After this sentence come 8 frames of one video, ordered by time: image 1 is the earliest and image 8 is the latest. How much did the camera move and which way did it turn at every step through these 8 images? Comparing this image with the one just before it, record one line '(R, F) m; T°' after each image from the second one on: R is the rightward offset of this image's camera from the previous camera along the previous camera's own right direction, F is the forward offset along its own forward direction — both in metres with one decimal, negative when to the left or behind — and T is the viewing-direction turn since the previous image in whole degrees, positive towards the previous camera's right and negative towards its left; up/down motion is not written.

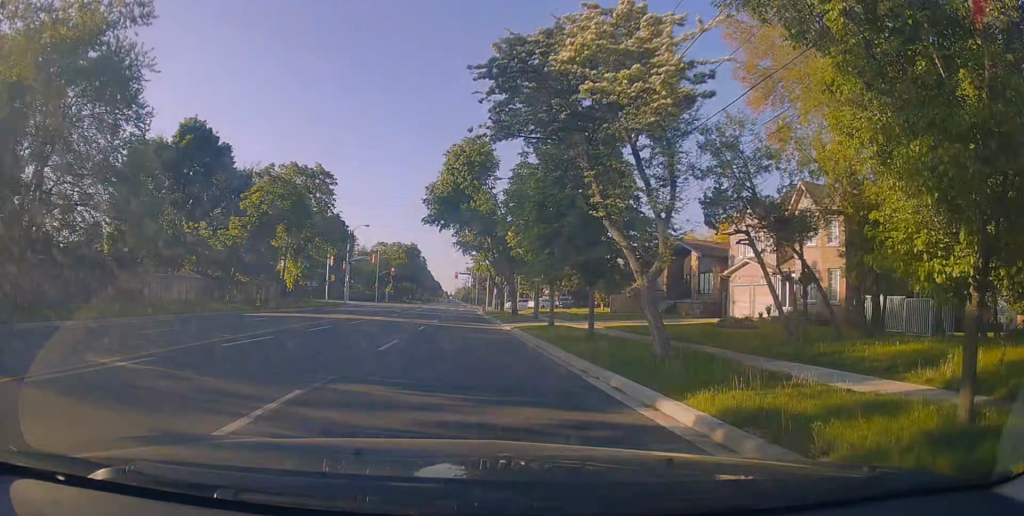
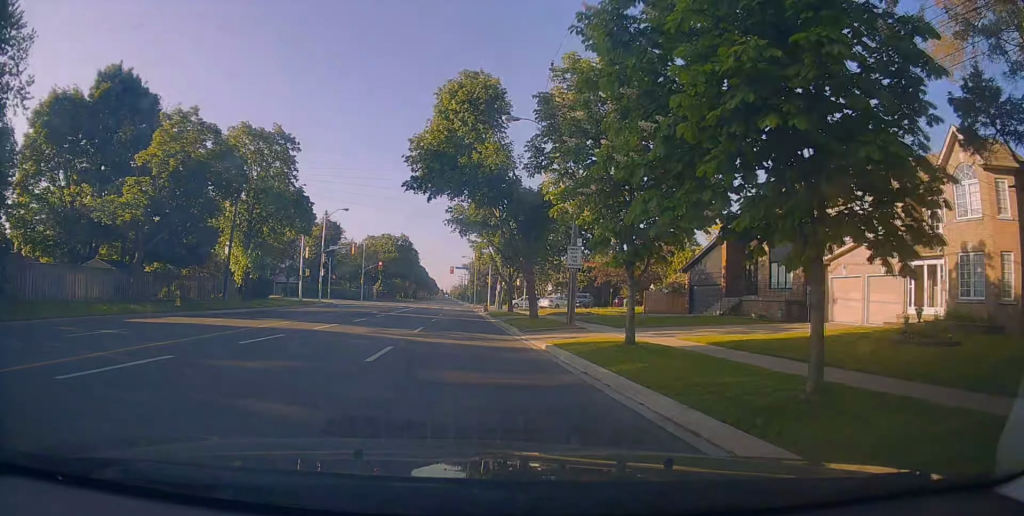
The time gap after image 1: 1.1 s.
(0.0, +12.7) m; +1°
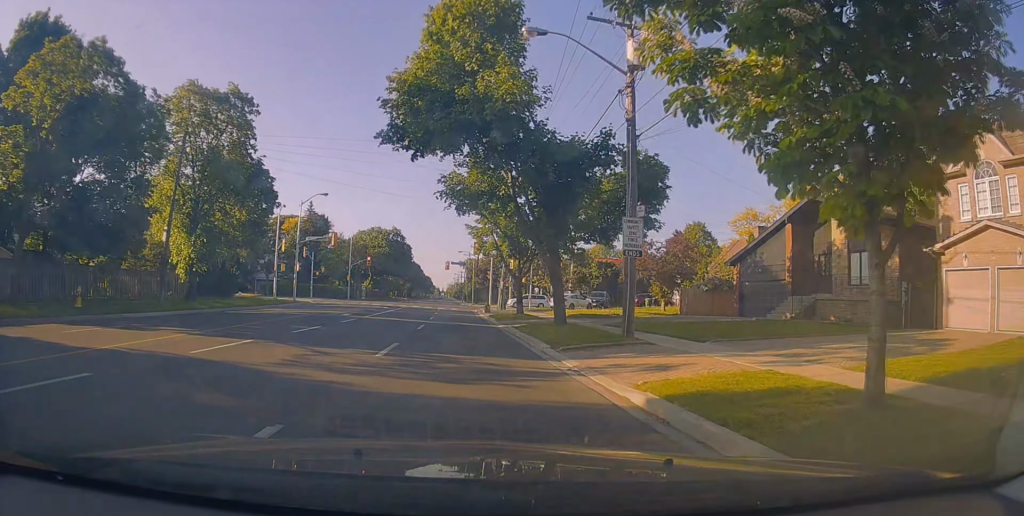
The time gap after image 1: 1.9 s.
(+0.2, +9.2) m; 0°
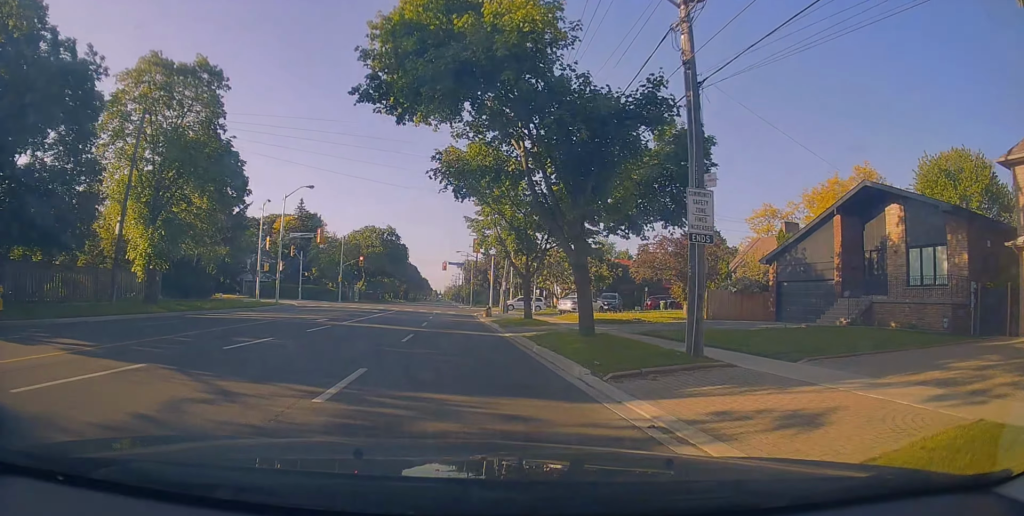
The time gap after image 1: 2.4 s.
(+0.2, +5.0) m; -1°
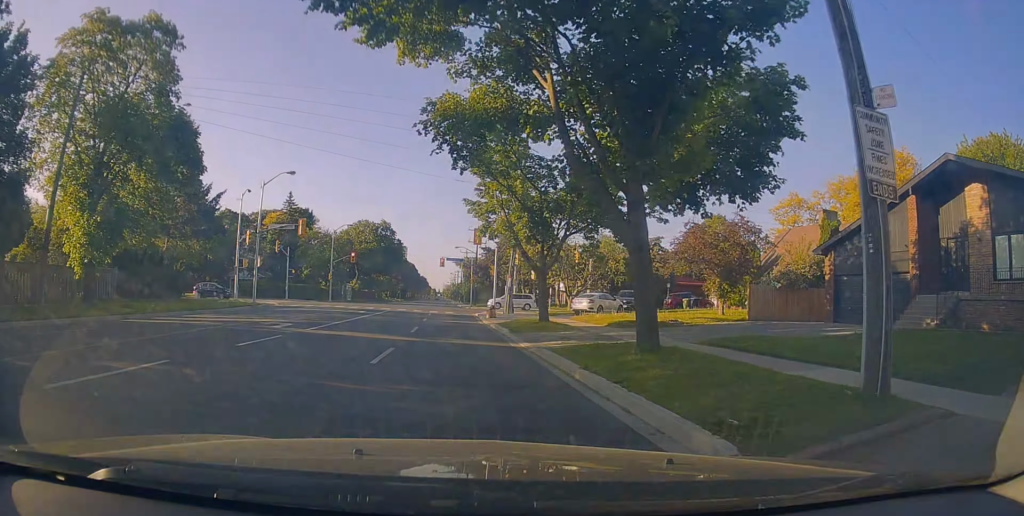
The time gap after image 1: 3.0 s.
(-0.4, +5.7) m; +1°
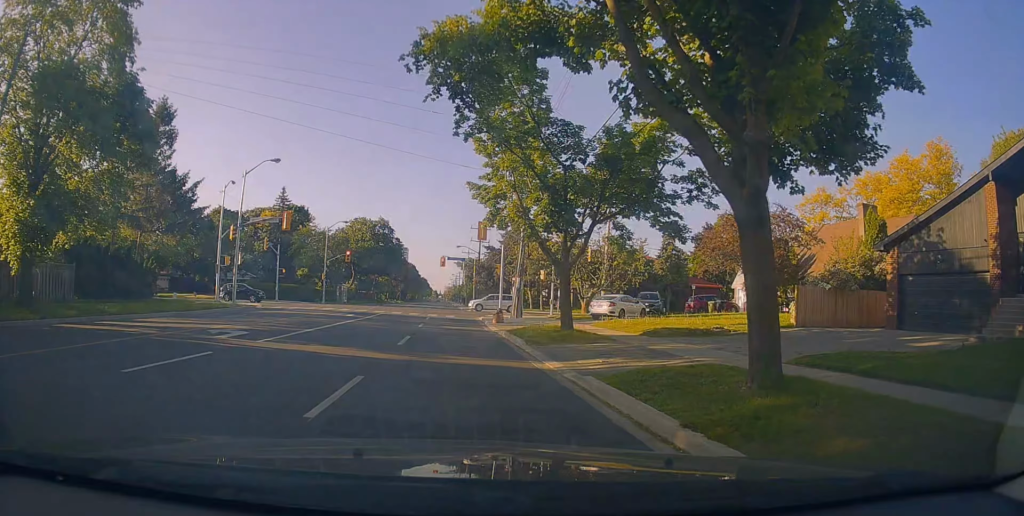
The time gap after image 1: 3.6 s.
(0.0, +5.0) m; +1°
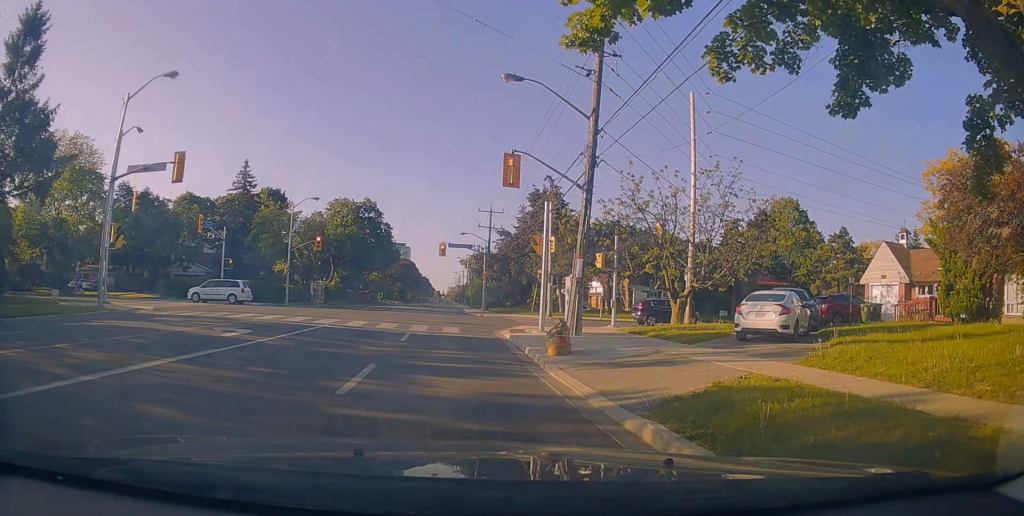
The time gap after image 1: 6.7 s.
(+0.1, +18.6) m; -1°
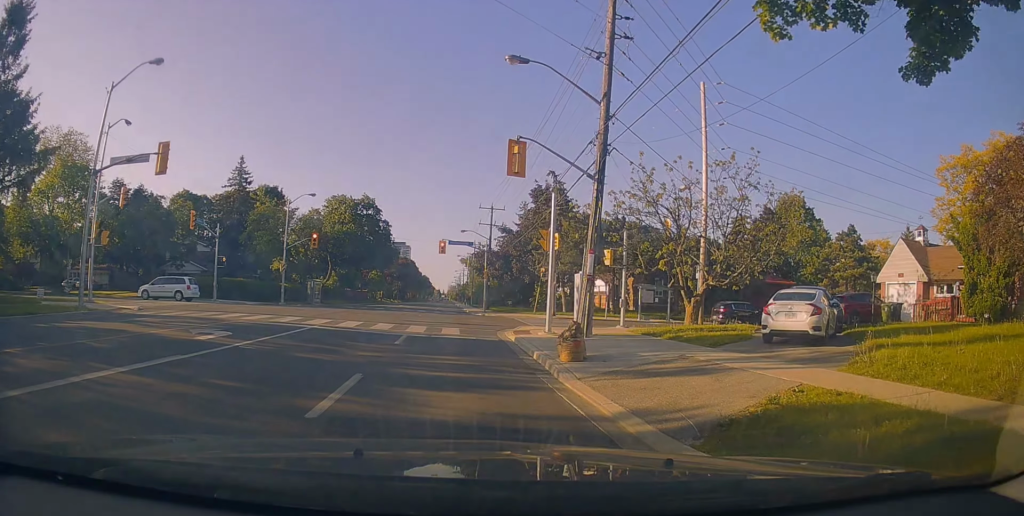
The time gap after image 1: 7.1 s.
(-0.2, +1.7) m; 0°
